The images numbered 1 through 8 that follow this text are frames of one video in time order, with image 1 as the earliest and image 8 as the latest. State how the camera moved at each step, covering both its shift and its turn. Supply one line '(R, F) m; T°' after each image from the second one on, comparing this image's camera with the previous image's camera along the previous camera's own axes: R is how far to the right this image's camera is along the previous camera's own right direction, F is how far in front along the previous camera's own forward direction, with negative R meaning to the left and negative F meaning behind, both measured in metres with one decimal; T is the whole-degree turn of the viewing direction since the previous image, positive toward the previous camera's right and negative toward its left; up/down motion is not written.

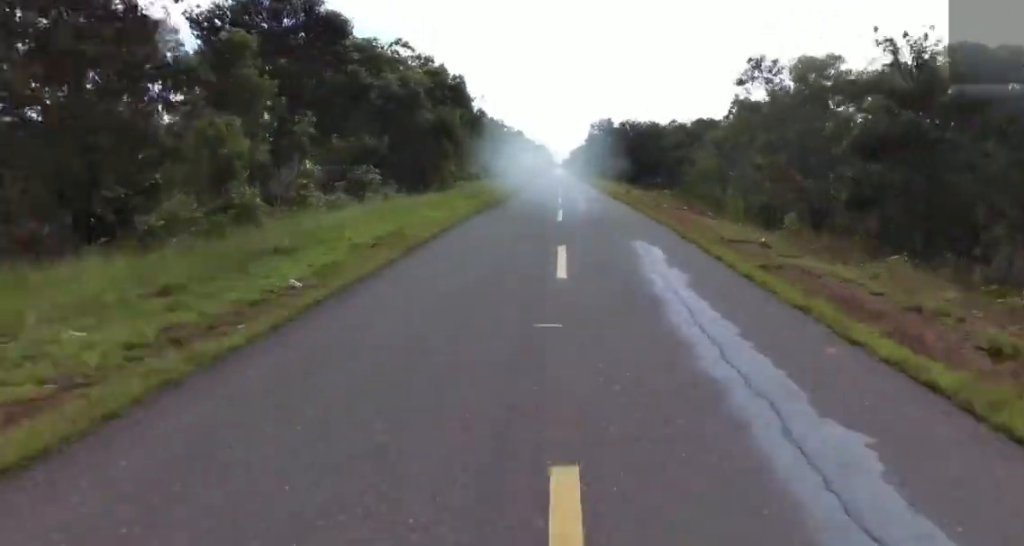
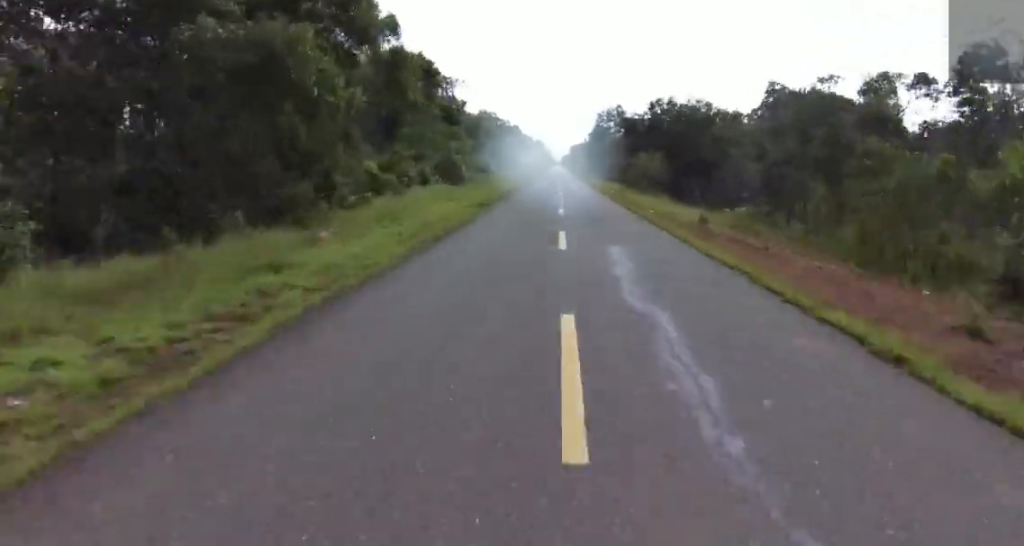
(-0.2, +21.0) m; +1°
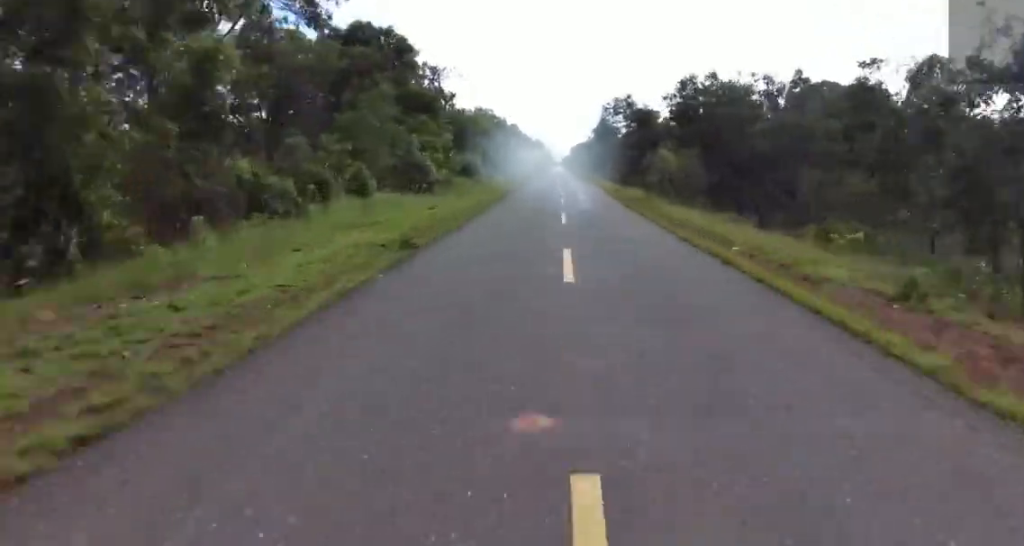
(+0.1, +11.2) m; +1°
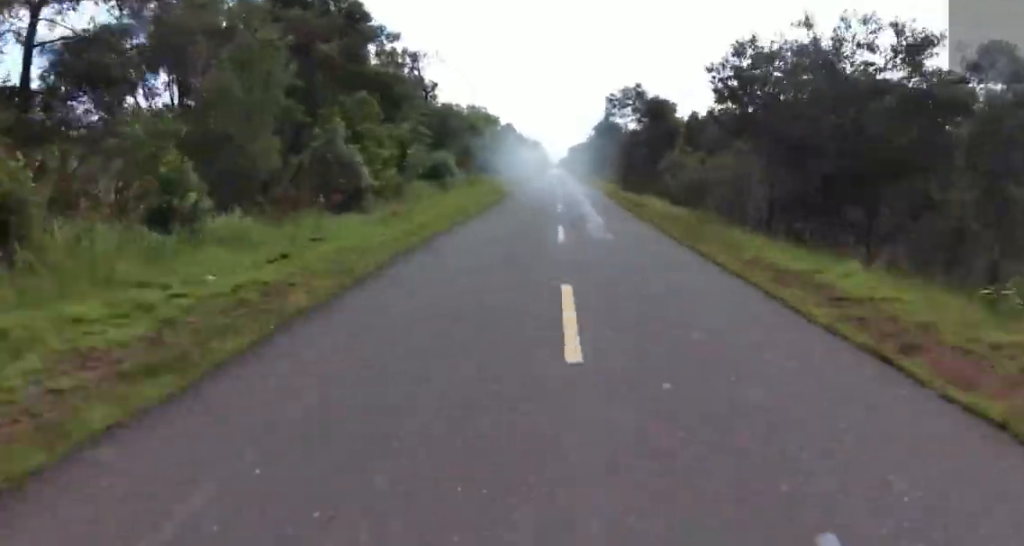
(+0.3, +11.1) m; +1°
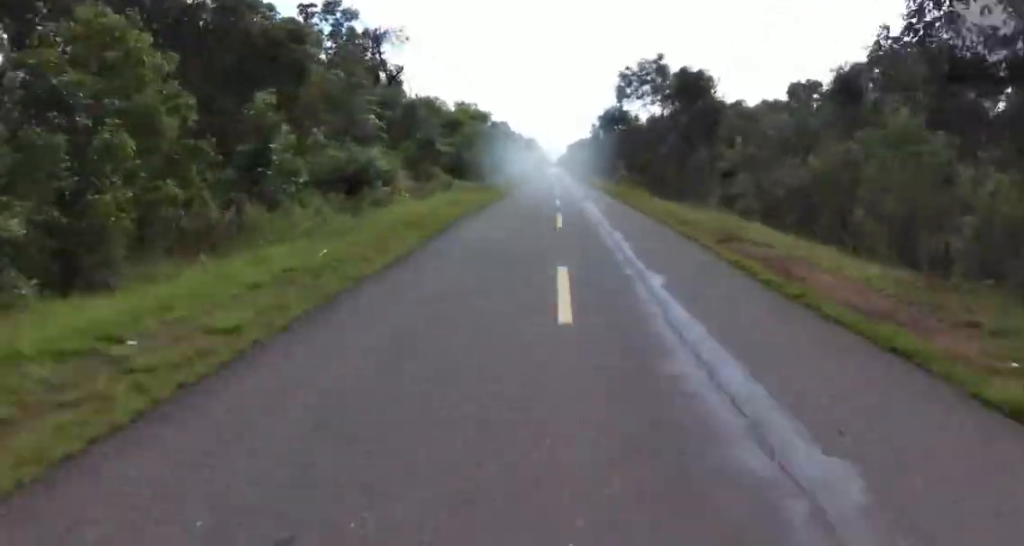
(+0.2, +15.2) m; 0°
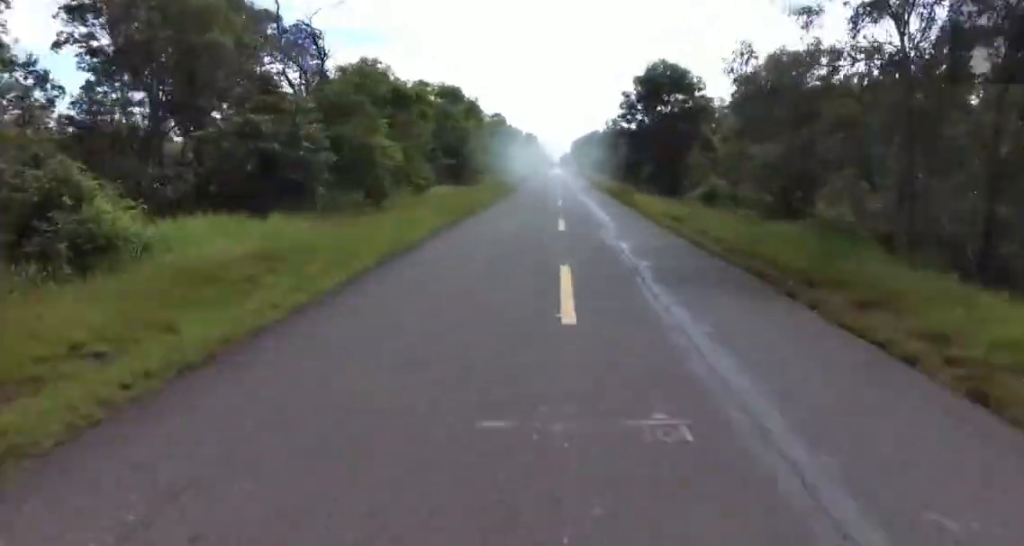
(-0.6, +32.0) m; -2°
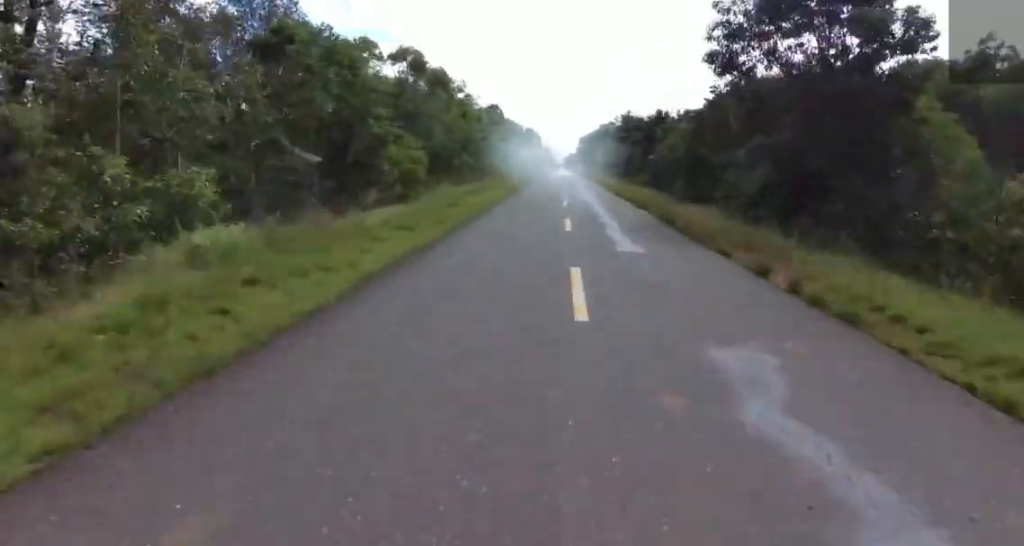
(-0.2, +22.9) m; -1°
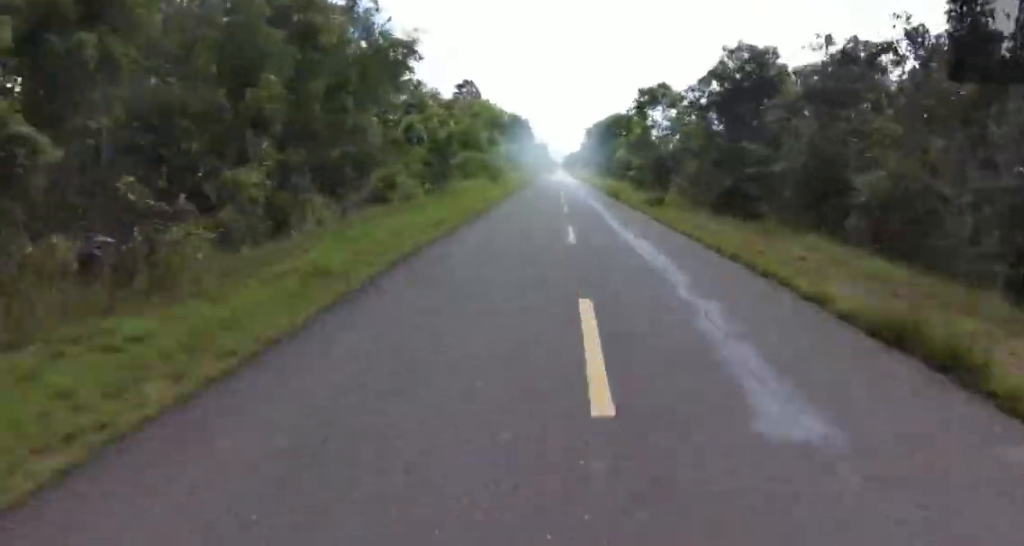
(-0.7, +50.0) m; -1°
